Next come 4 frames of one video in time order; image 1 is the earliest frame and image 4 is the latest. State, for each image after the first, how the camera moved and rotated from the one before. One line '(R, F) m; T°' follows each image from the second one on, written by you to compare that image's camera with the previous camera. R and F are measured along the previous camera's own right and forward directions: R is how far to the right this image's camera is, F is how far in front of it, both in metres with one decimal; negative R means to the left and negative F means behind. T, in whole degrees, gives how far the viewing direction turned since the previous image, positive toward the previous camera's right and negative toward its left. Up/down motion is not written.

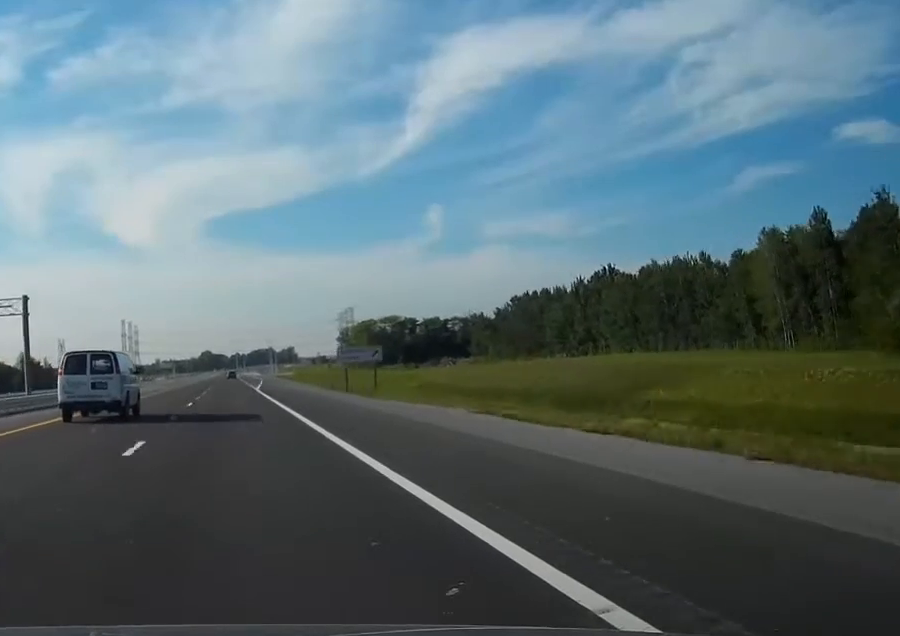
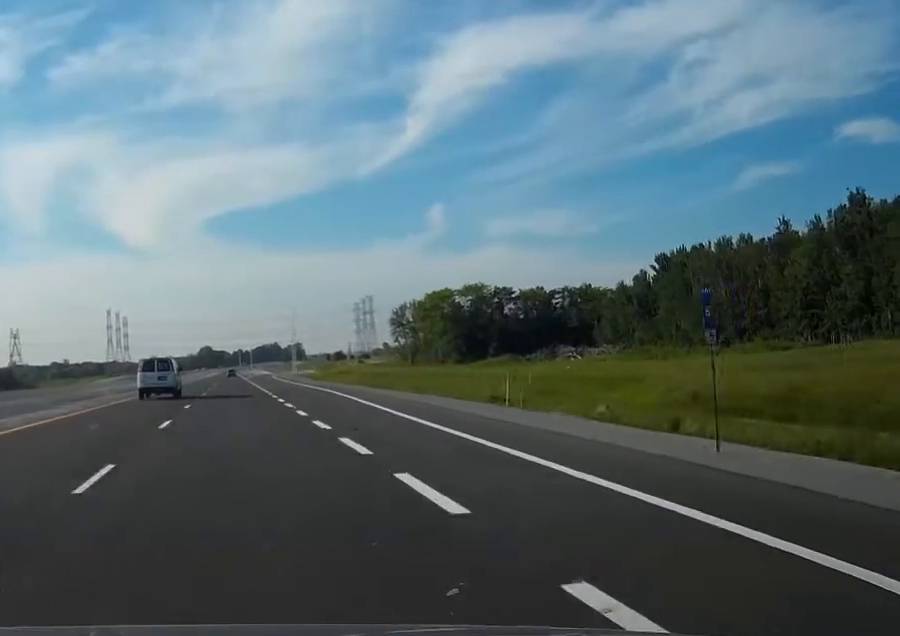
(-8.7, +112.1) m; -9°
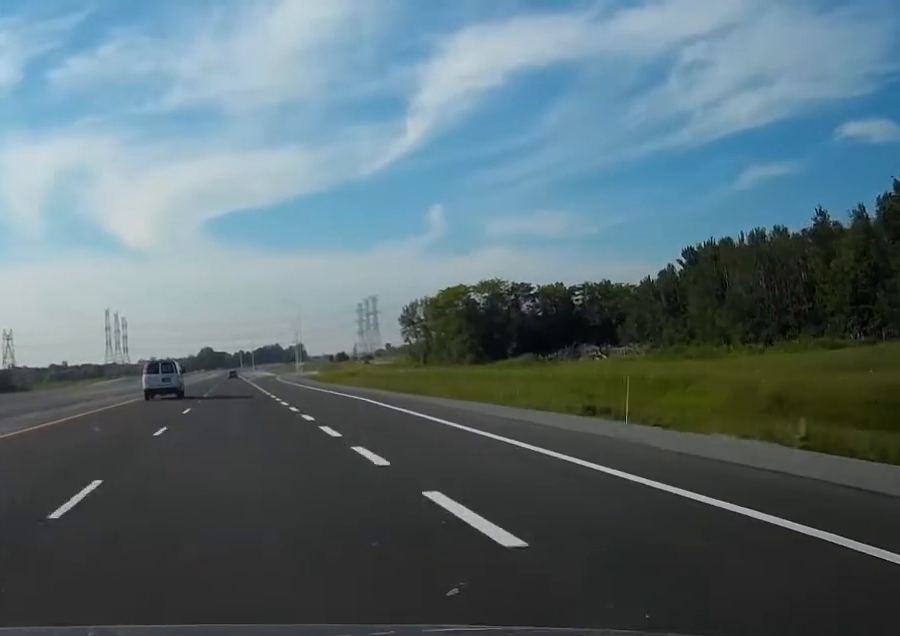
(0.0, +13.8) m; 0°
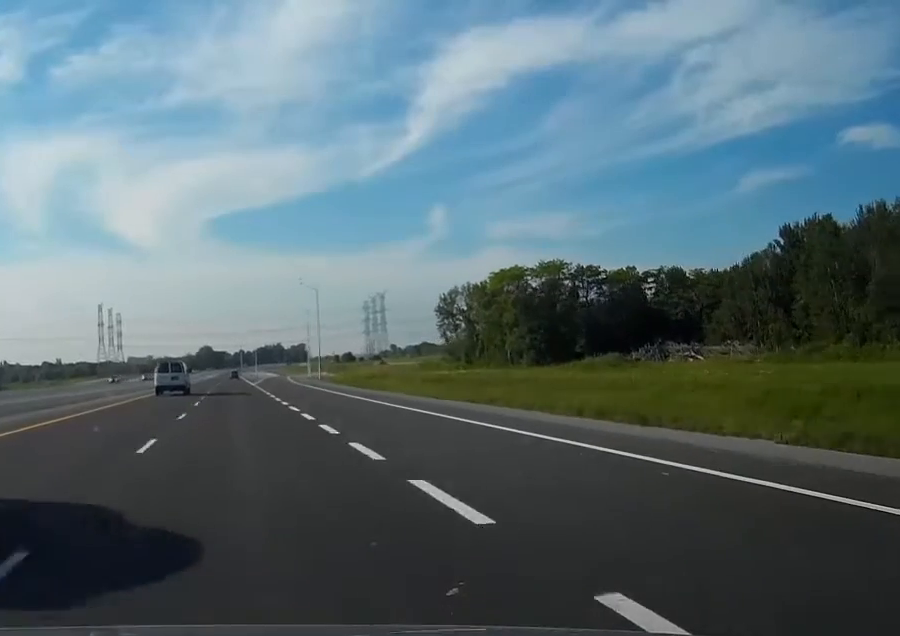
(0.0, +41.4) m; 0°
